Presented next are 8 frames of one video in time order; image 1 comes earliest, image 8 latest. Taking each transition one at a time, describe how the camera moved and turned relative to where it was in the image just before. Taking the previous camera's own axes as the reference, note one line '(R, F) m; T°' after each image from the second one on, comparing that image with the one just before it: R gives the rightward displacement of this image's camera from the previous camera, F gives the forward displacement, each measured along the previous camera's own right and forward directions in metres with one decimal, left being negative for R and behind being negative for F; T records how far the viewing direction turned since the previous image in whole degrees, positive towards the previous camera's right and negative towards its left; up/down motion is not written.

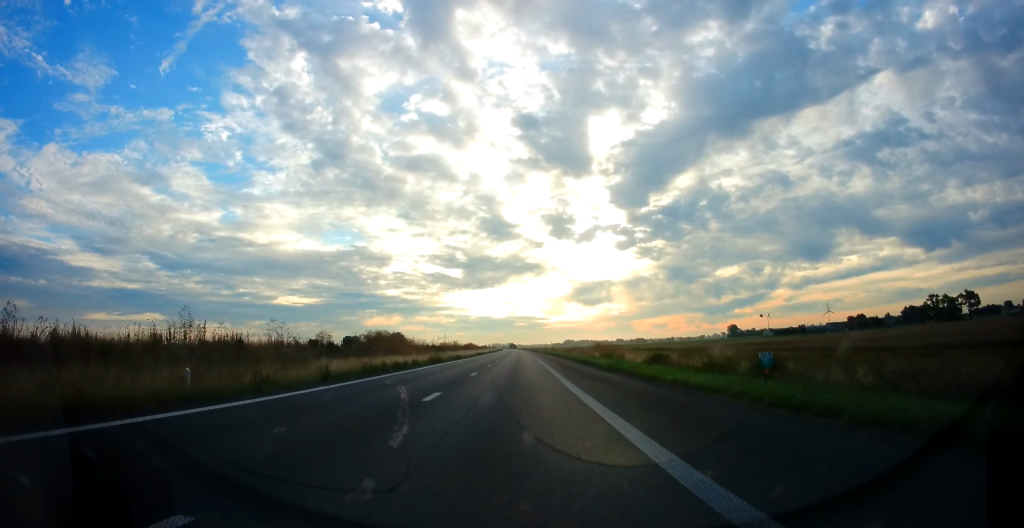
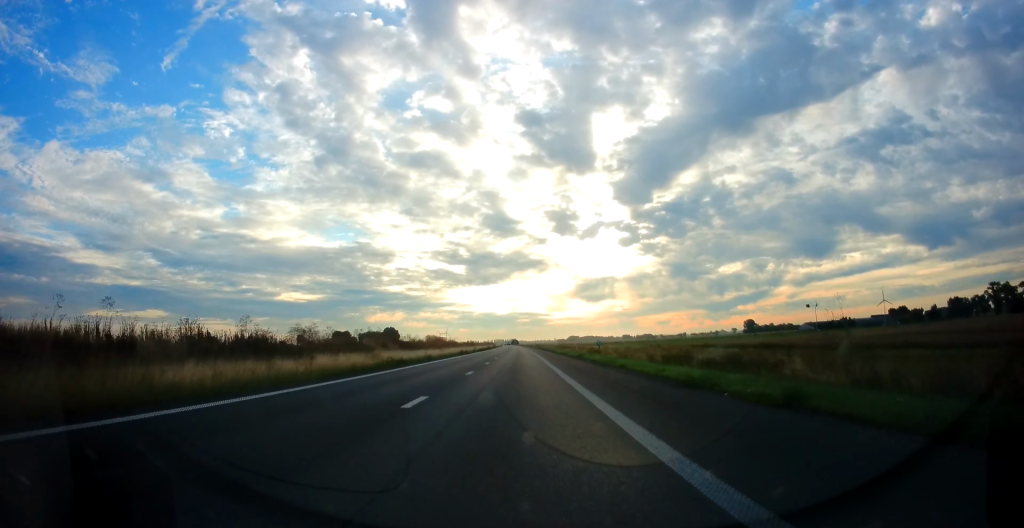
(-1.0, +64.8) m; 0°
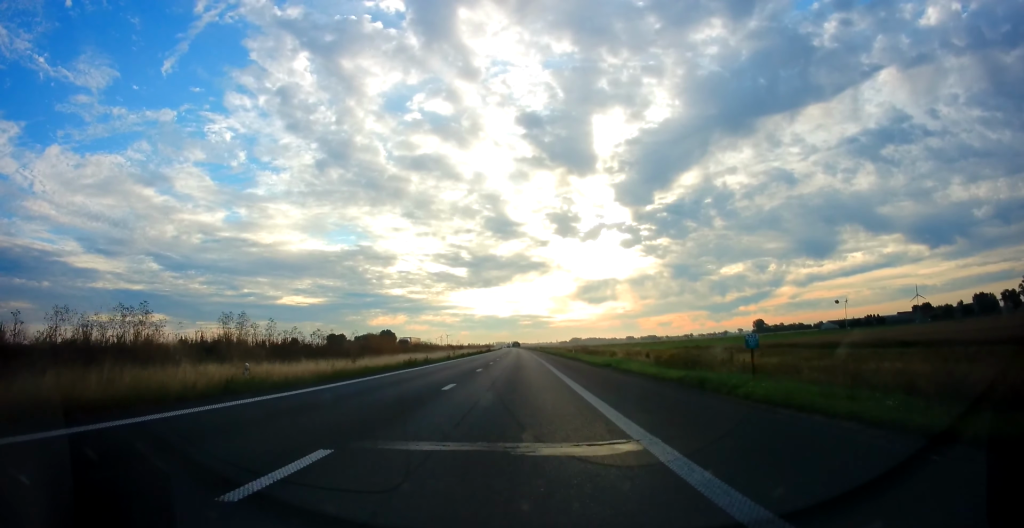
(+0.4, +31.7) m; 0°
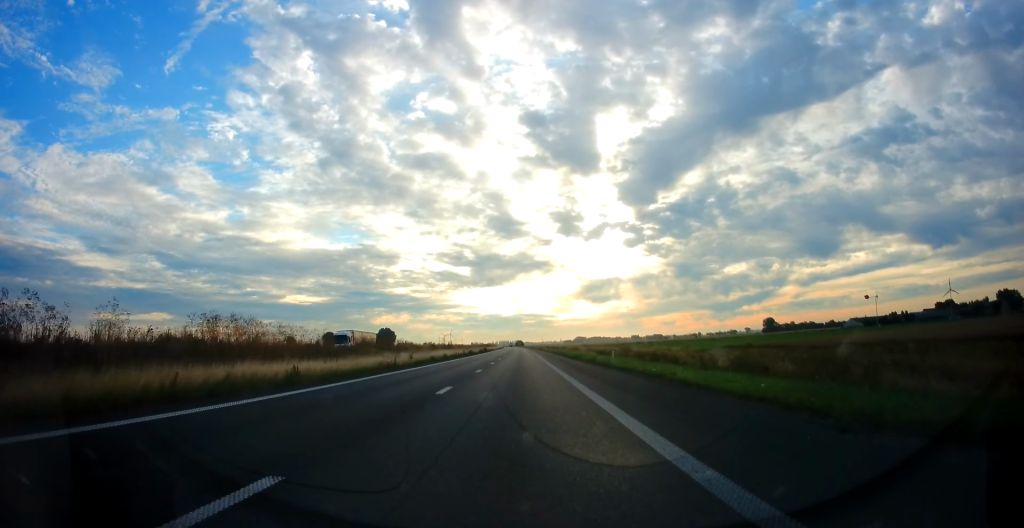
(-0.3, +27.7) m; -1°
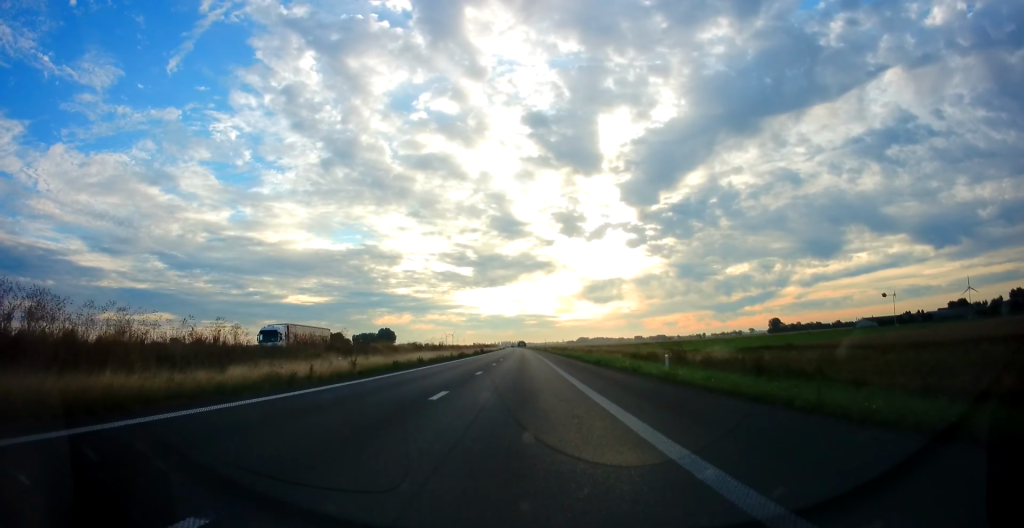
(0.0, +13.9) m; 0°
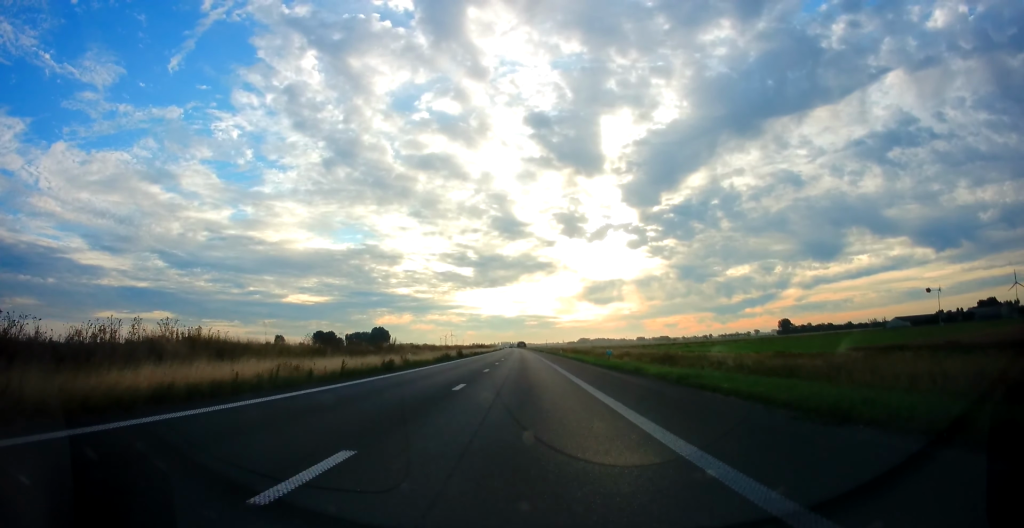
(0.0, +34.4) m; 0°
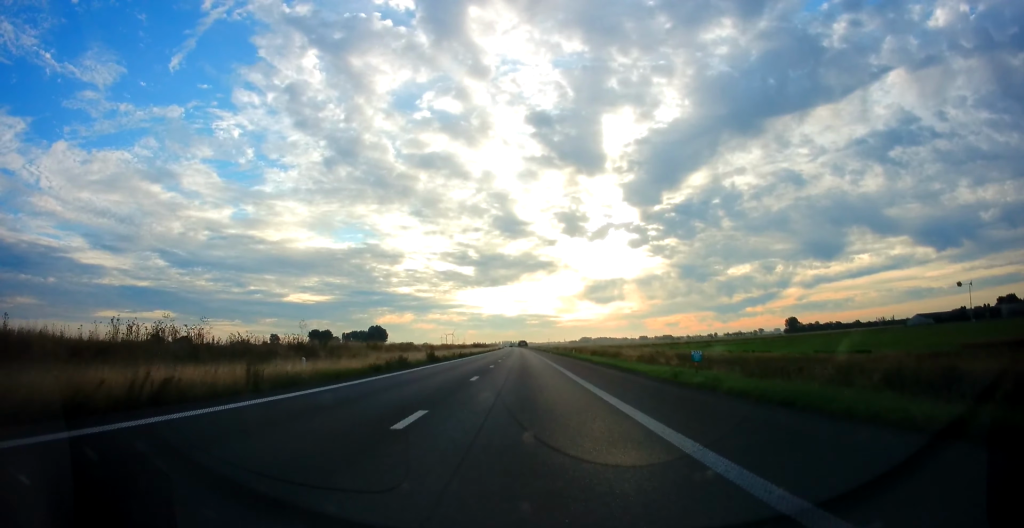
(-0.1, +20.6) m; 0°
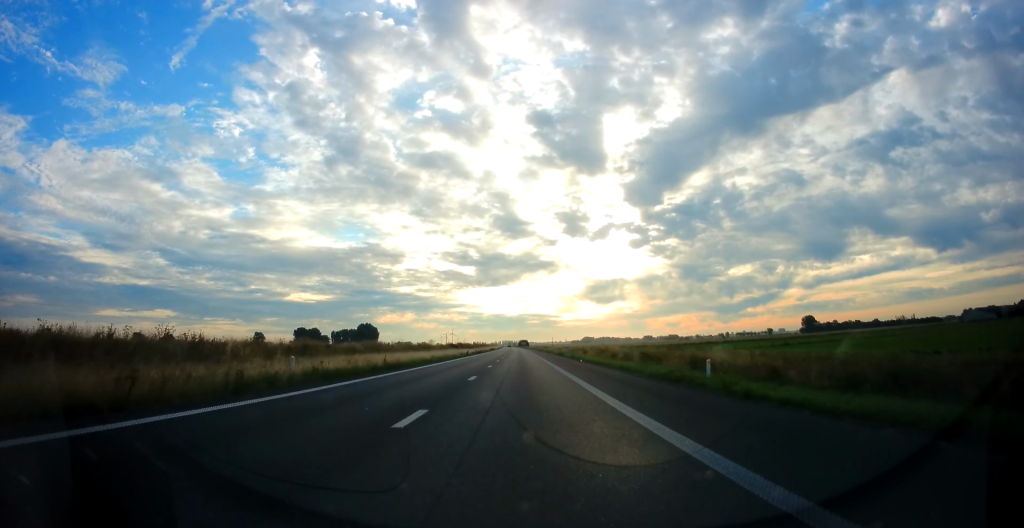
(+0.1, +49.9) m; 0°
